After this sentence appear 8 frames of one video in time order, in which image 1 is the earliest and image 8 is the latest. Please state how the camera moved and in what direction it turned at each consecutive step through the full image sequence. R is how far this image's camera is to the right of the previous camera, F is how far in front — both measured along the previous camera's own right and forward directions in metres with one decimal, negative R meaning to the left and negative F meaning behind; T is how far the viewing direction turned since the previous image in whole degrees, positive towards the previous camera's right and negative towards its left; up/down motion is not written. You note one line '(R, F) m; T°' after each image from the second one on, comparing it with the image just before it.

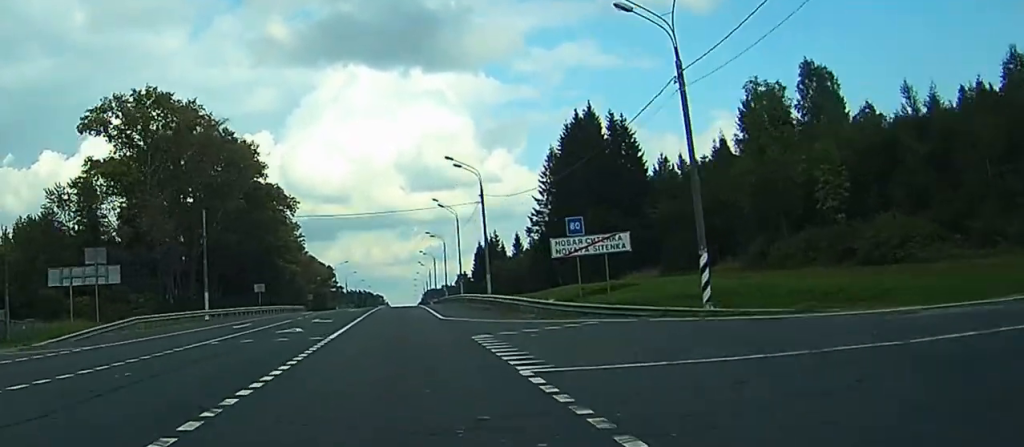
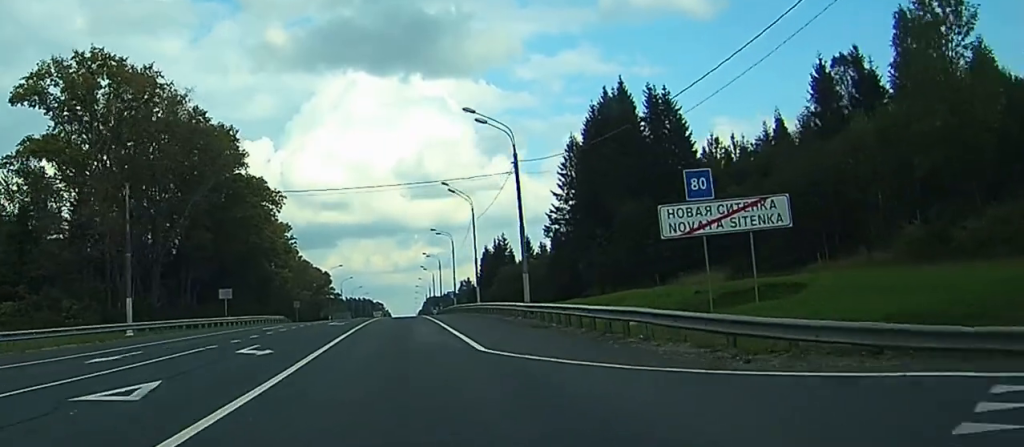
(0.0, +19.8) m; 0°
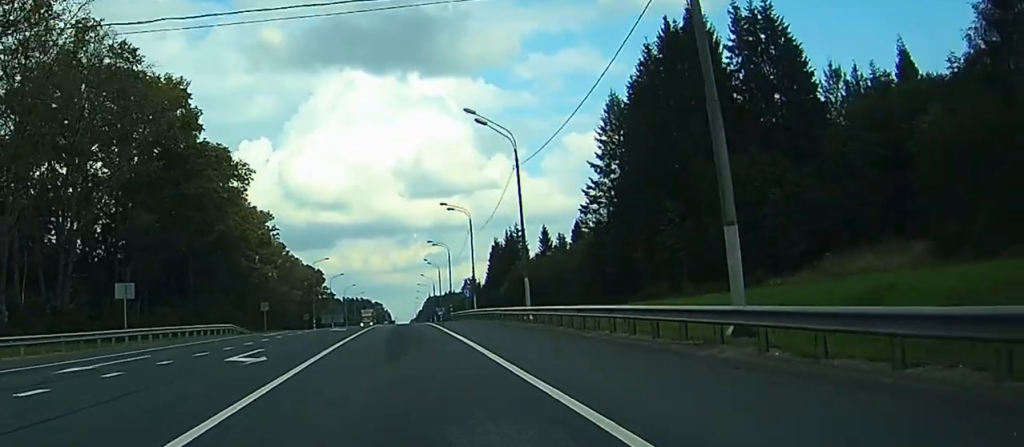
(-0.1, +29.6) m; 0°
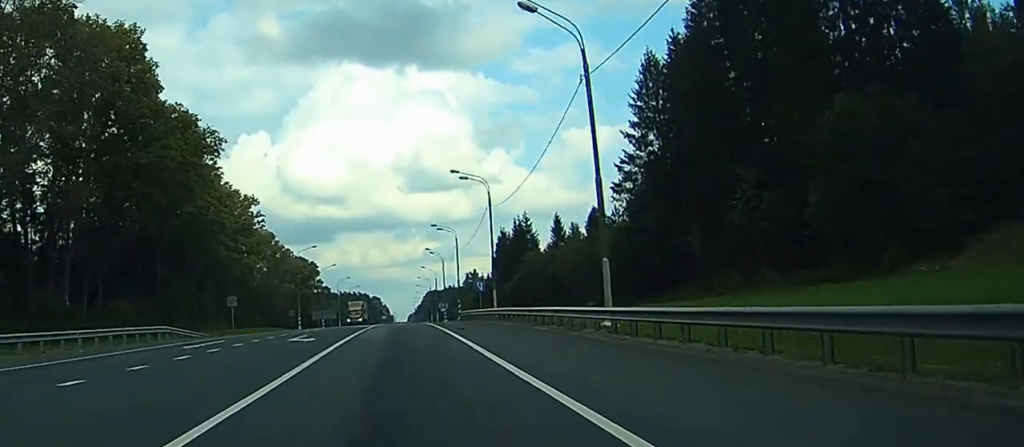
(0.0, +18.2) m; 0°
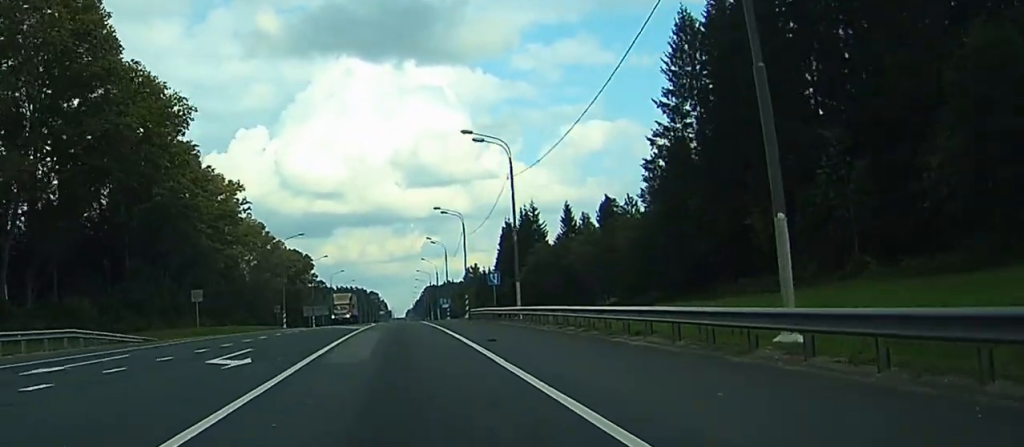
(0.0, +13.4) m; 0°
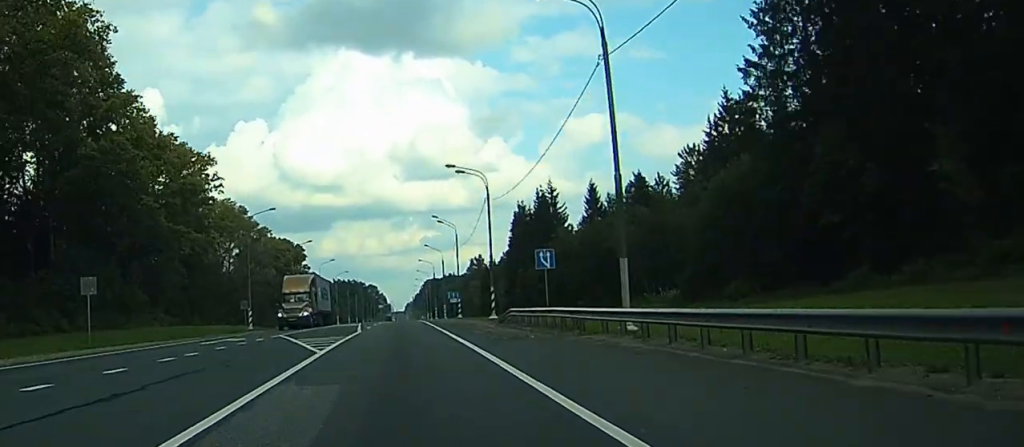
(0.0, +23.4) m; 0°
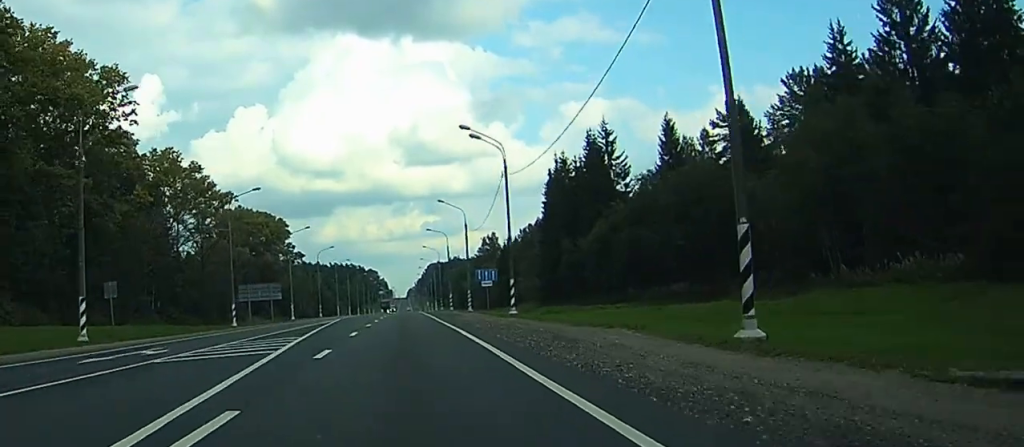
(-0.1, +43.5) m; -1°
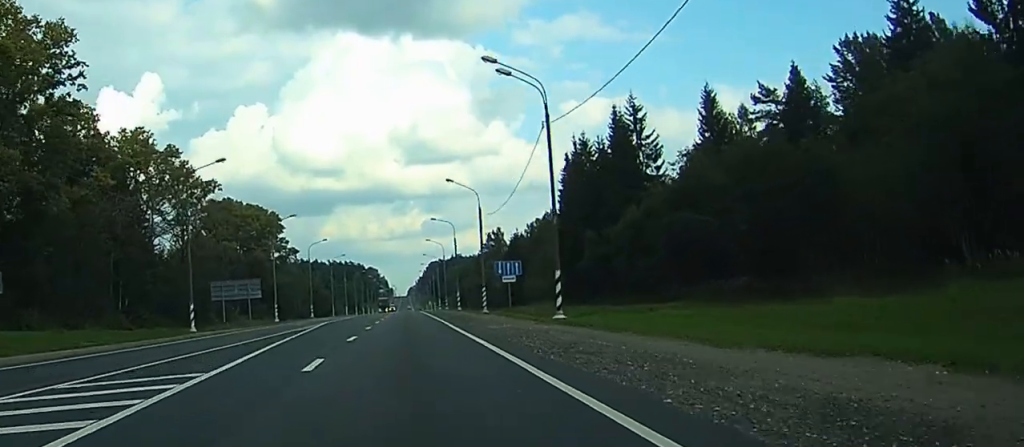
(-0.1, +14.8) m; 0°
